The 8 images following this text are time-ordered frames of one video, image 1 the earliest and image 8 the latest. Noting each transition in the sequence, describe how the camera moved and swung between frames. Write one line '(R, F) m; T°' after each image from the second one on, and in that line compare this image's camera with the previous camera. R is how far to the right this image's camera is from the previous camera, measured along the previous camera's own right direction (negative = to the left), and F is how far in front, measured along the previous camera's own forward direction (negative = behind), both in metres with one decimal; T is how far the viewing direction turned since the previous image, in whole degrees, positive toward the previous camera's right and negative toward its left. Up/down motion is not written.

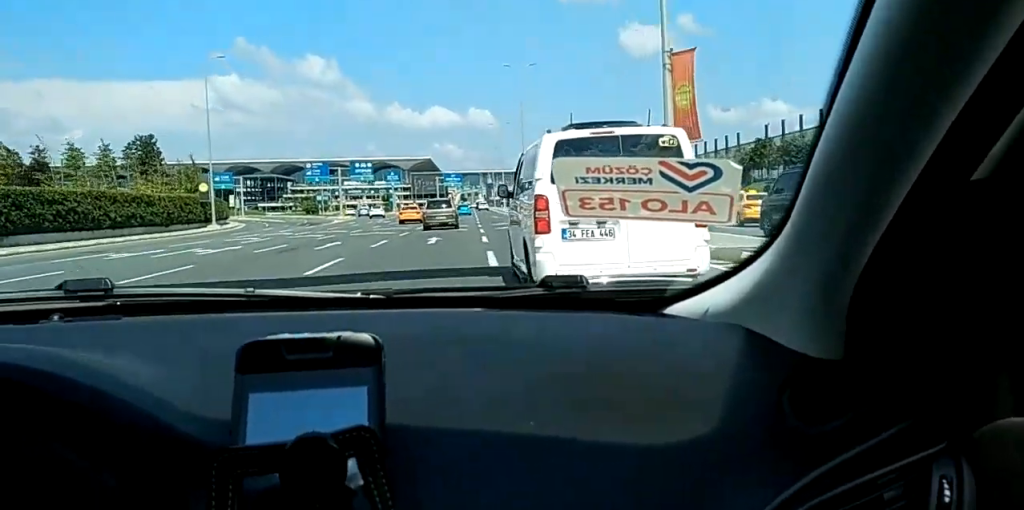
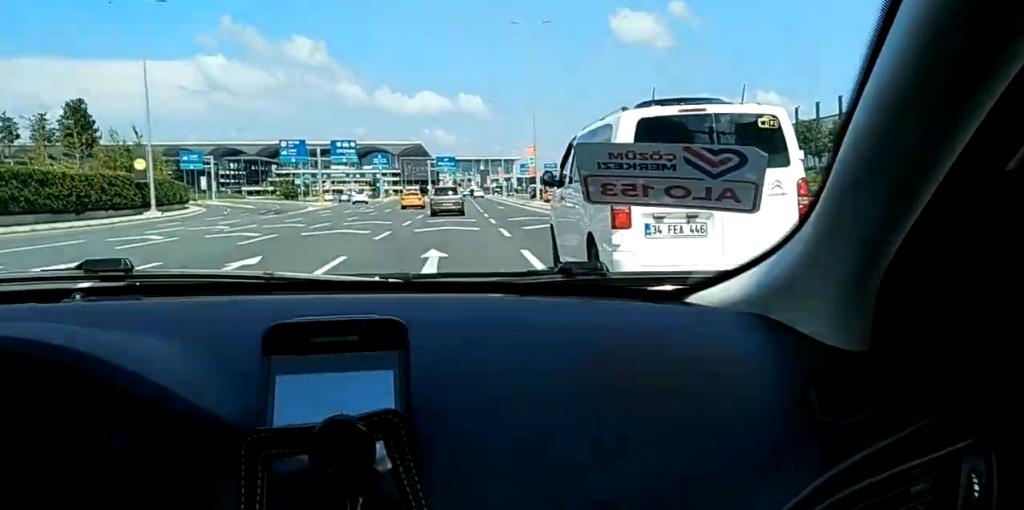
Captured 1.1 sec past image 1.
(+0.4, +12.0) m; +3°
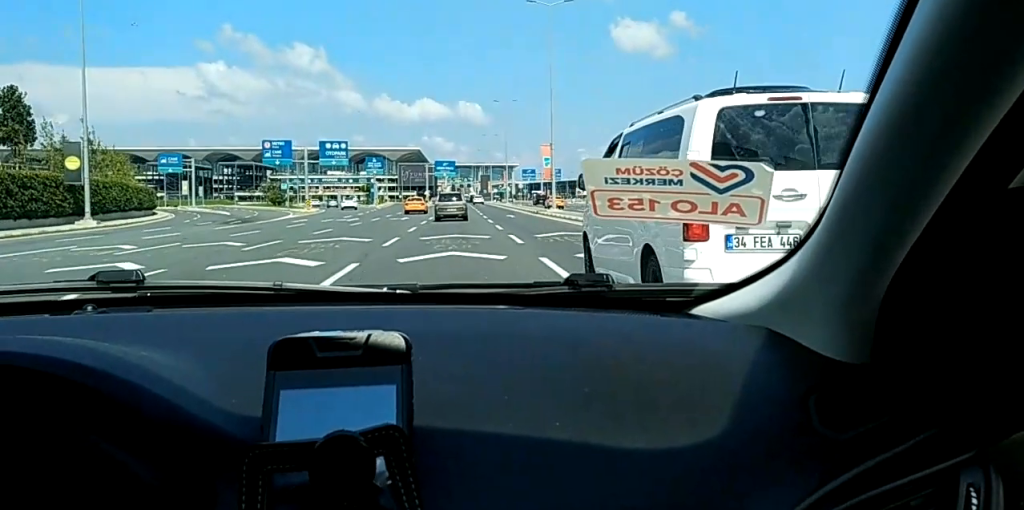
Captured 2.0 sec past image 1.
(+0.2, +9.8) m; +1°
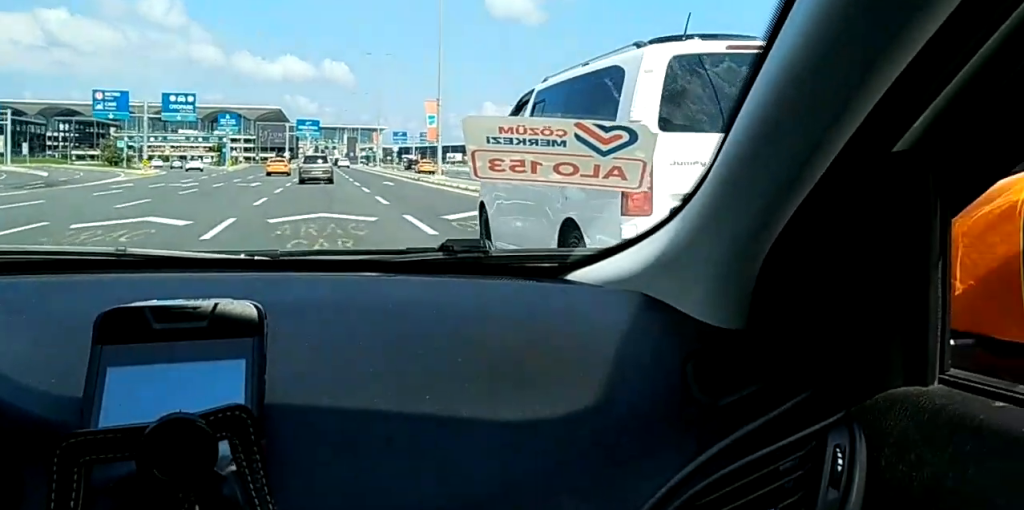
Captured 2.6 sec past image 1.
(0.0, +6.9) m; 0°
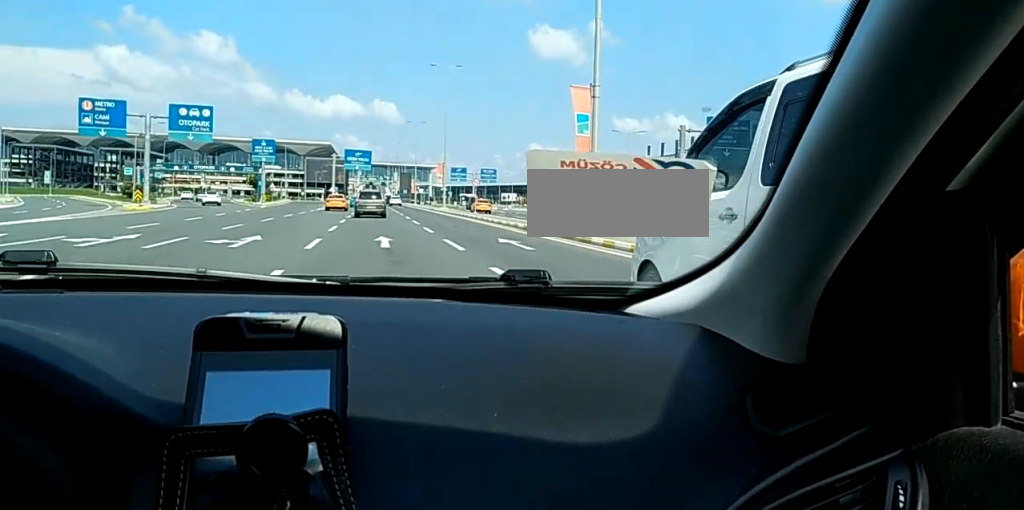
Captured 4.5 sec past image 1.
(0.0, +23.7) m; 0°
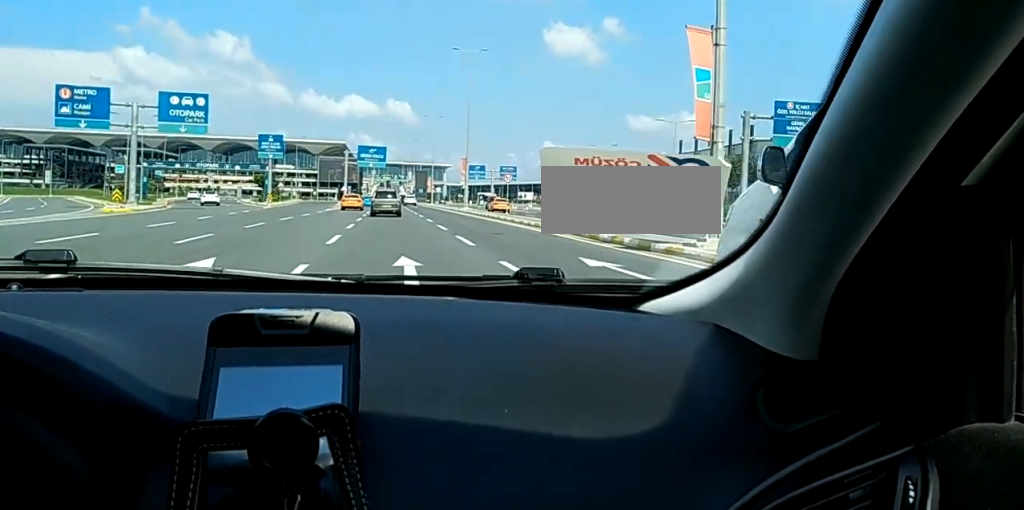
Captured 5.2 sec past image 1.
(0.0, +9.4) m; 0°
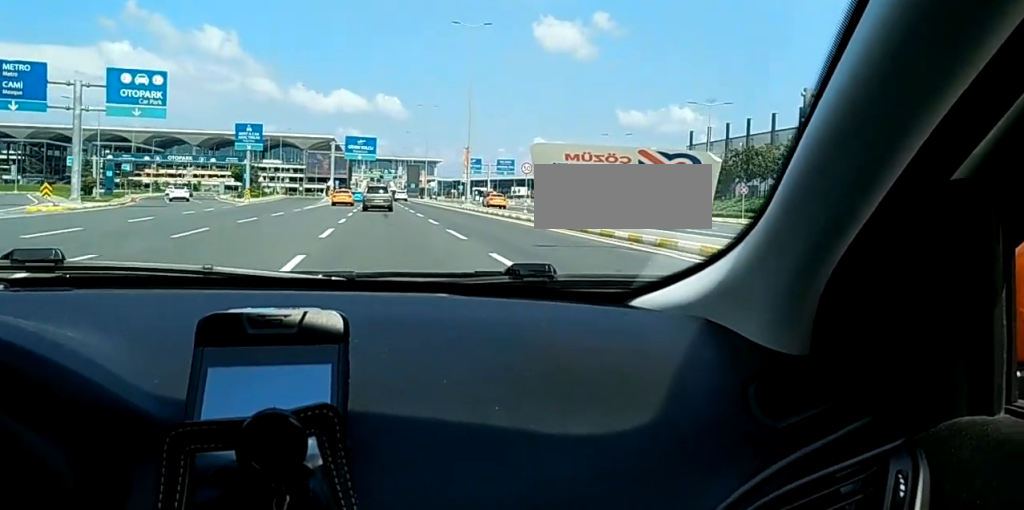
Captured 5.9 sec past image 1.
(0.0, +10.3) m; 0°
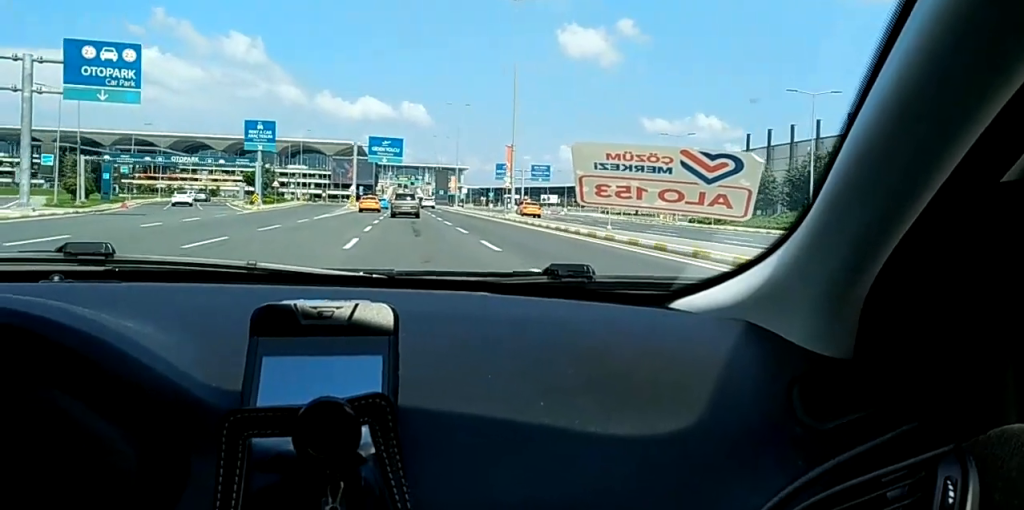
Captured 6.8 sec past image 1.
(0.0, +12.9) m; 0°
